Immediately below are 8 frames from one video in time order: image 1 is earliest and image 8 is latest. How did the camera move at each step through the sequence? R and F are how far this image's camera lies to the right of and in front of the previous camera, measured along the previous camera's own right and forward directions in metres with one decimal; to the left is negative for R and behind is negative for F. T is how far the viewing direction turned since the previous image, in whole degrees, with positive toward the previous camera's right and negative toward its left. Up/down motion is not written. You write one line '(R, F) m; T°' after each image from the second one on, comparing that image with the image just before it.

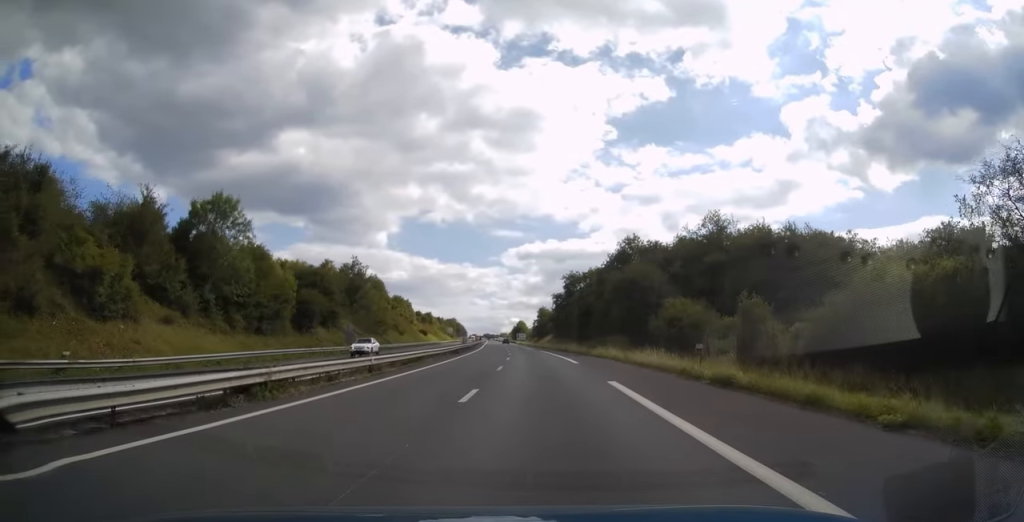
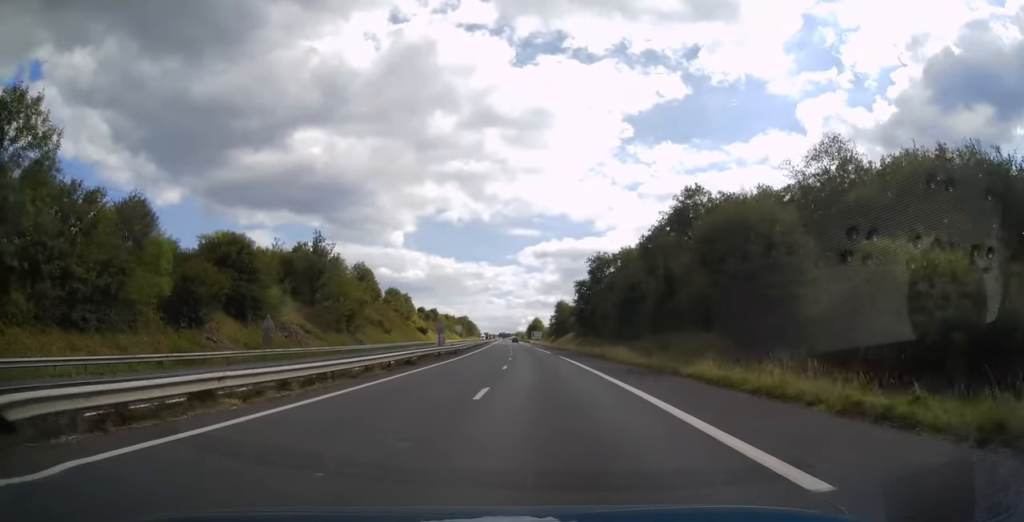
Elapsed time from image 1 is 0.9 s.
(-0.4, +25.3) m; -2°
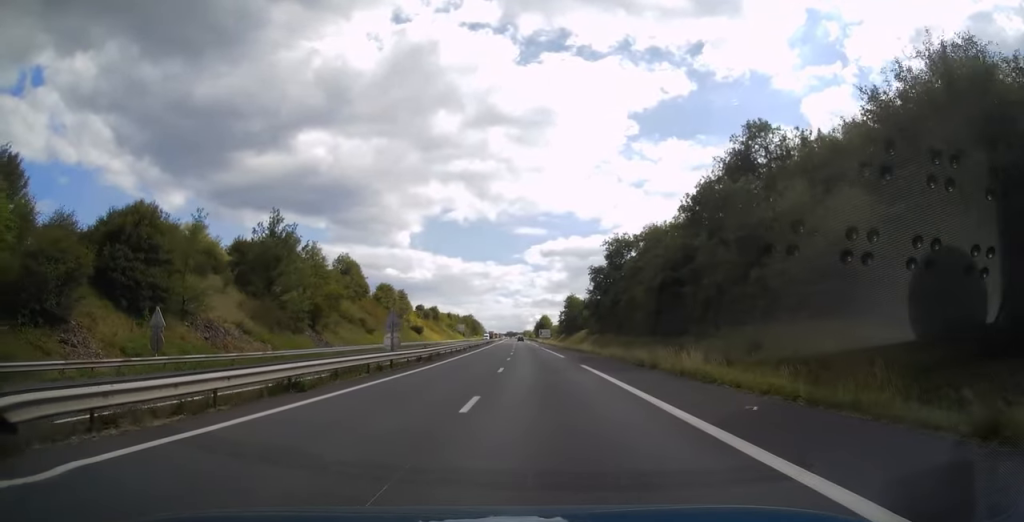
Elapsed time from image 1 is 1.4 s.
(-0.2, +15.6) m; -1°
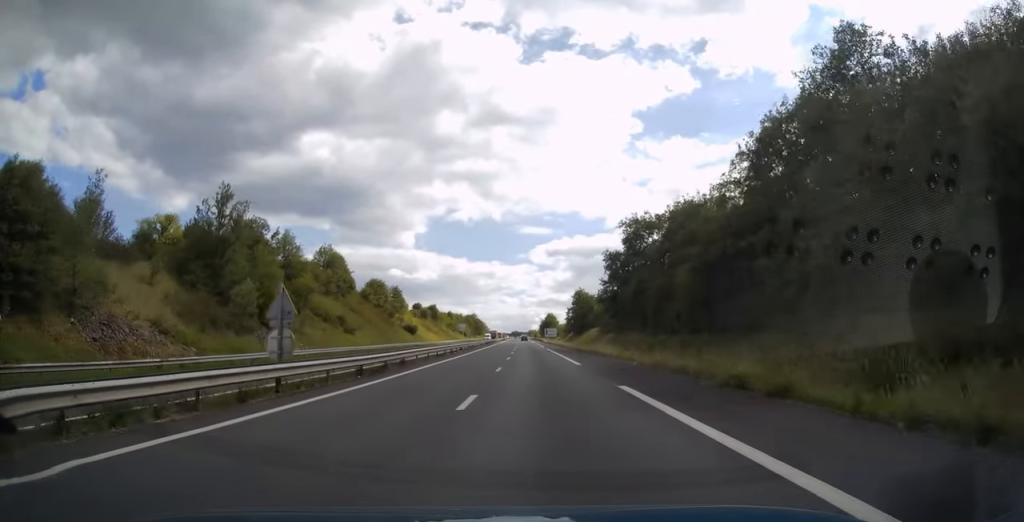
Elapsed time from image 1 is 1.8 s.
(-0.1, +12.7) m; -1°
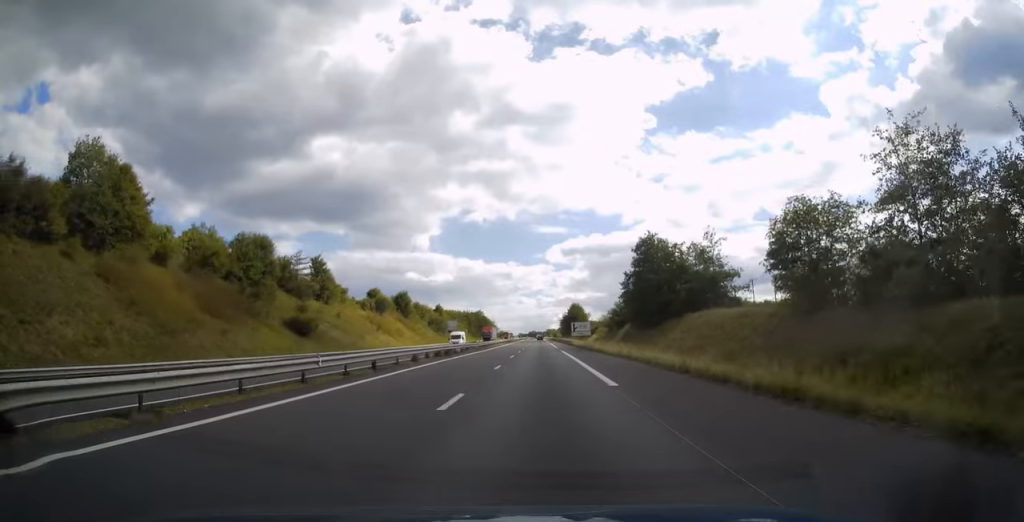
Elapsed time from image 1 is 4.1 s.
(-1.3, +65.4) m; -2°
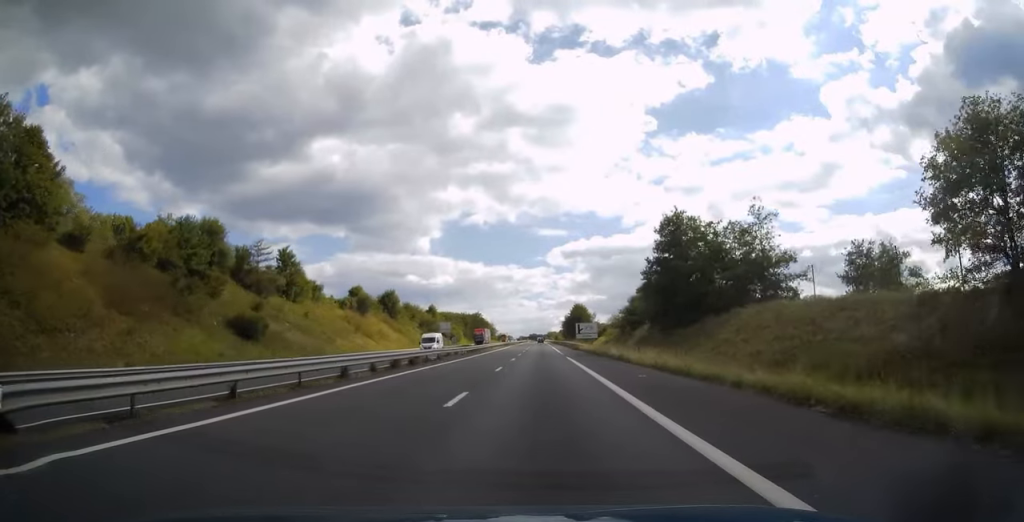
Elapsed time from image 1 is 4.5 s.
(0.0, +12.2) m; 0°
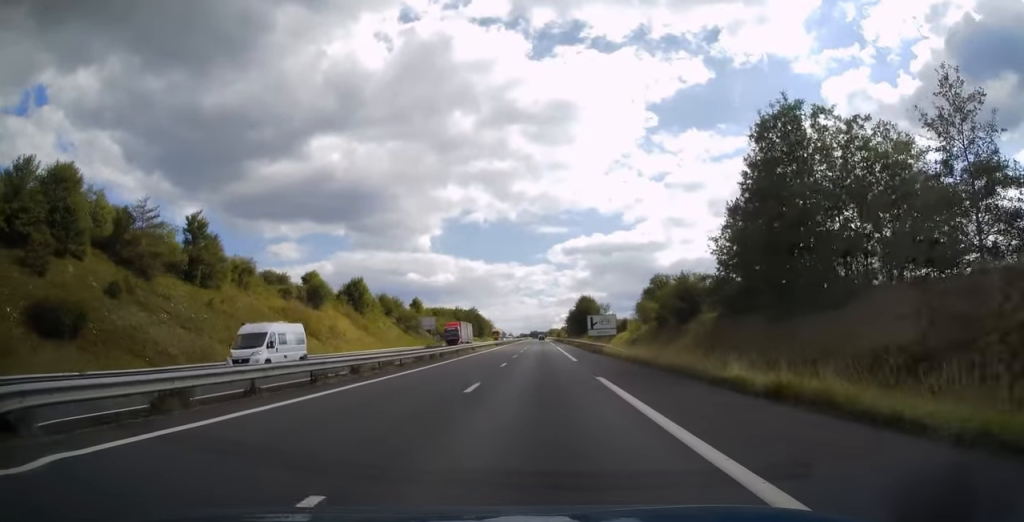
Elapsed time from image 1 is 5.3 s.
(-0.1, +22.9) m; 0°
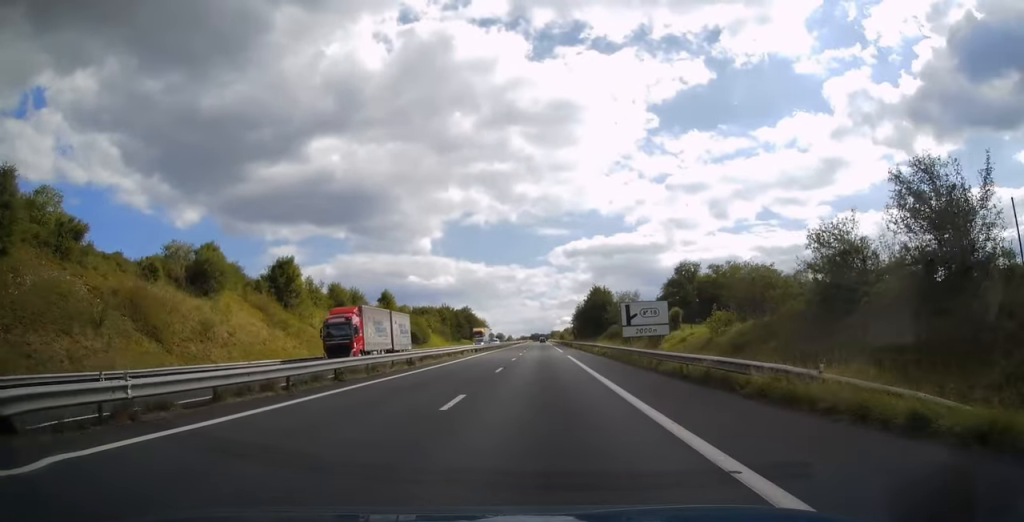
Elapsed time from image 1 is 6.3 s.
(-0.1, +29.8) m; 0°
